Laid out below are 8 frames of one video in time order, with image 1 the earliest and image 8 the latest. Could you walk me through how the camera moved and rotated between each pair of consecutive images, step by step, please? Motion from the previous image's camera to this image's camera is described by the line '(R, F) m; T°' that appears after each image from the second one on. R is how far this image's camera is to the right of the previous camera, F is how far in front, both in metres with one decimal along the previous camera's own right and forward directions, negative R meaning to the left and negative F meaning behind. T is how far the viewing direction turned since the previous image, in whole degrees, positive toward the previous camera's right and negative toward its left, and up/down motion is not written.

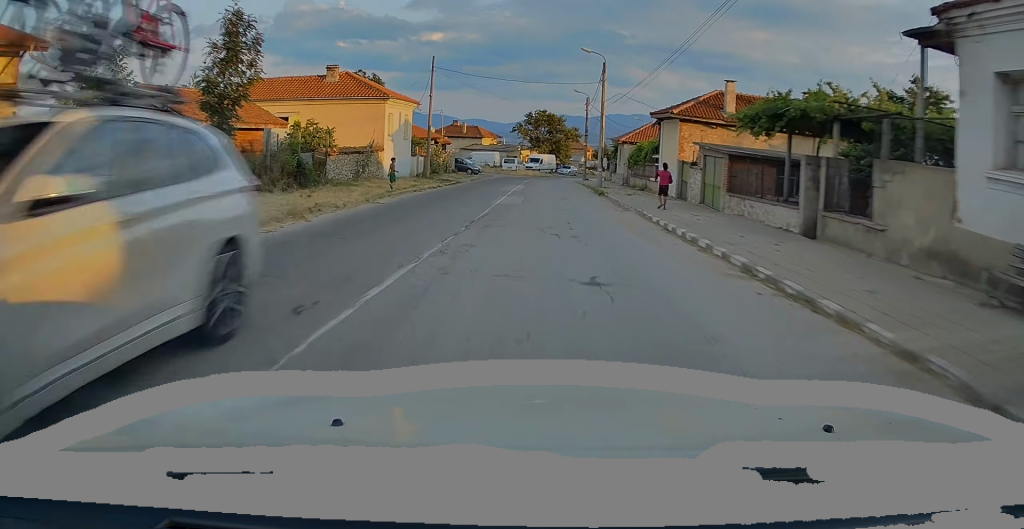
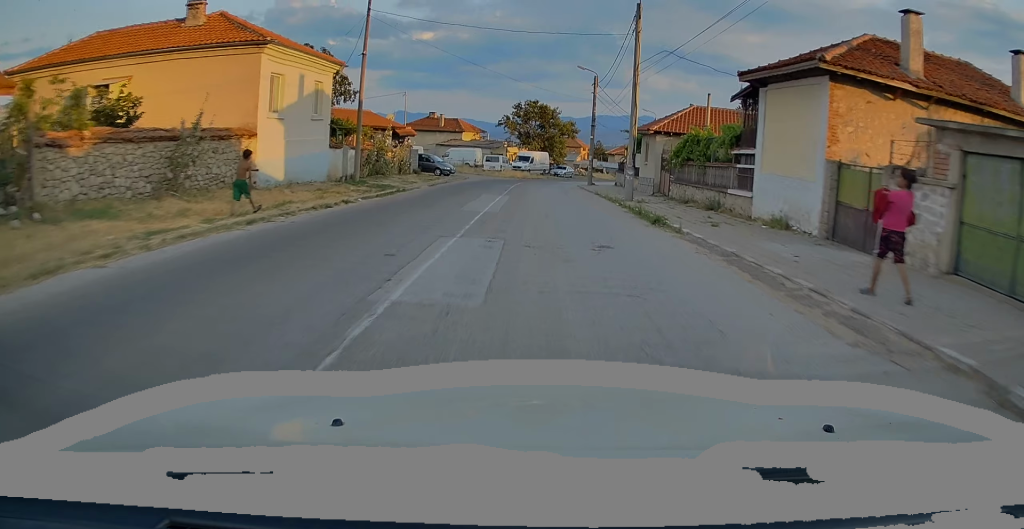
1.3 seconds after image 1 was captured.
(-0.1, +15.3) m; 0°
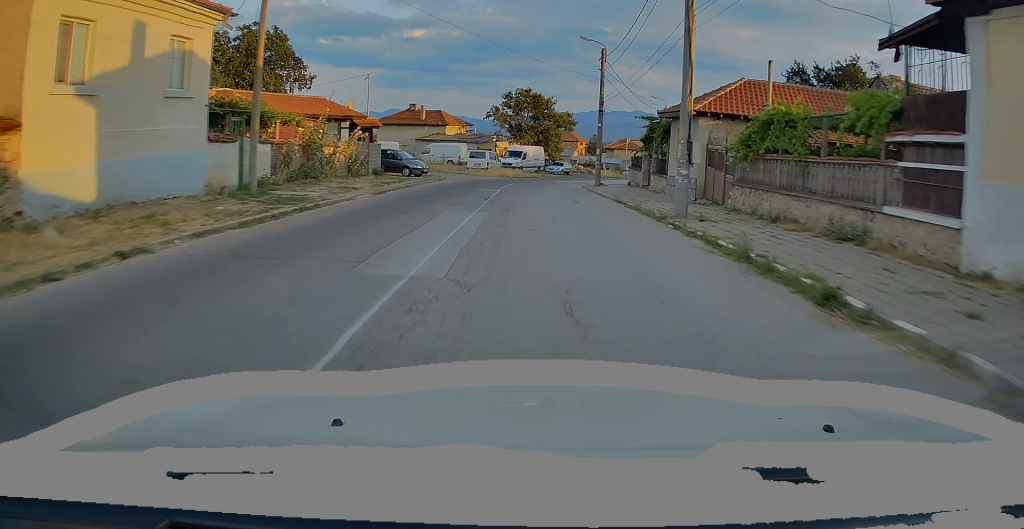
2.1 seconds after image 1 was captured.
(0.0, +9.6) m; +1°
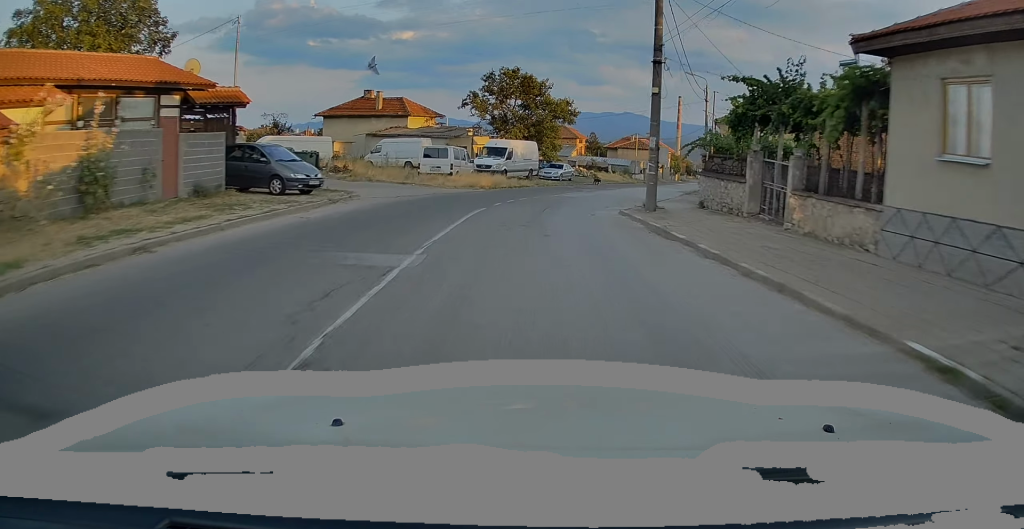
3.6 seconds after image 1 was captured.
(+0.4, +18.5) m; +3°
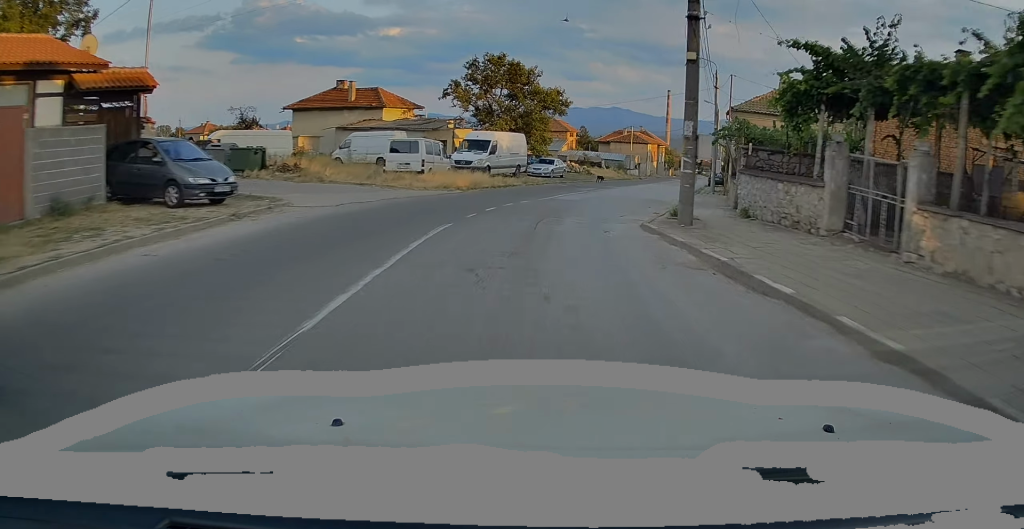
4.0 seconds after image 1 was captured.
(+0.1, +5.4) m; +2°
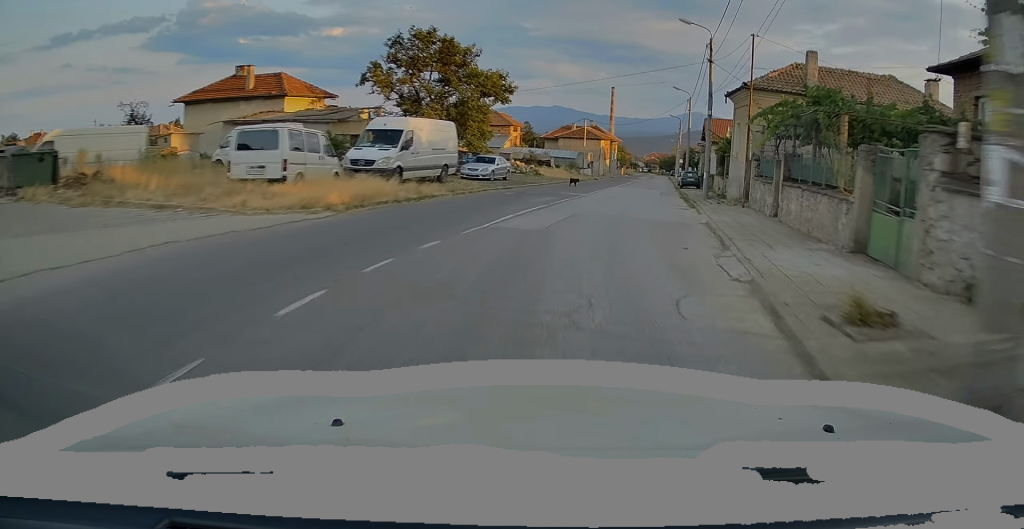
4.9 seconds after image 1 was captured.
(+0.3, +10.5) m; +5°
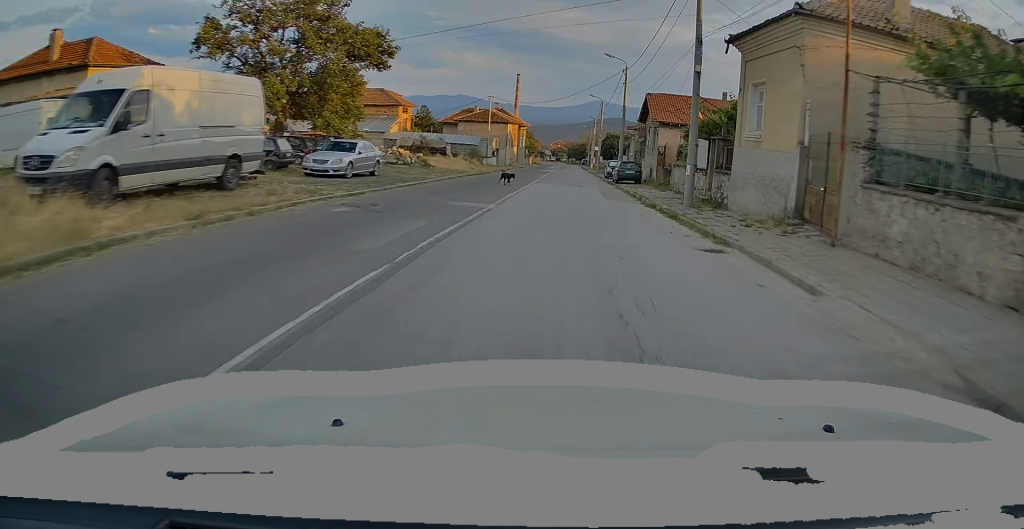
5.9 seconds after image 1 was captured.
(+0.8, +12.5) m; +5°
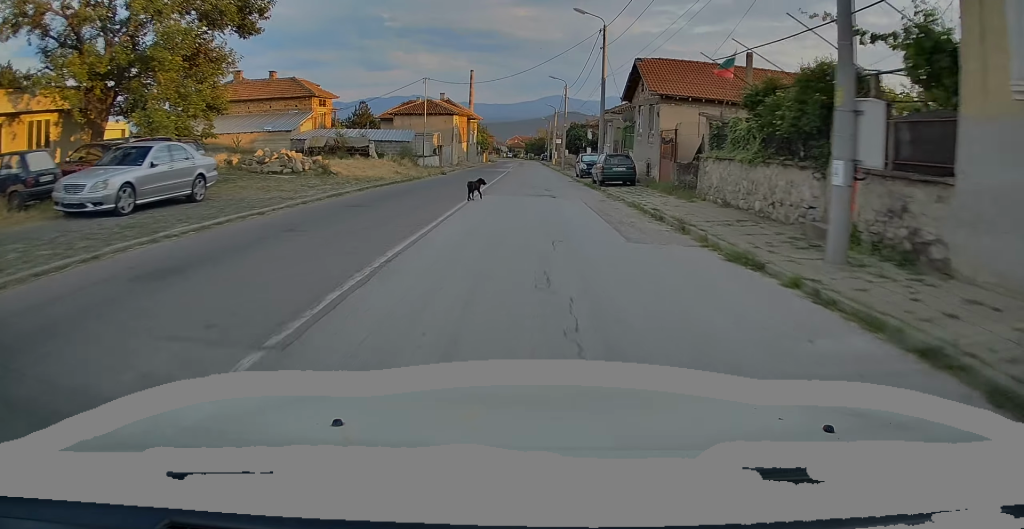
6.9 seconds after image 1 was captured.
(+0.4, +11.6) m; +3°
